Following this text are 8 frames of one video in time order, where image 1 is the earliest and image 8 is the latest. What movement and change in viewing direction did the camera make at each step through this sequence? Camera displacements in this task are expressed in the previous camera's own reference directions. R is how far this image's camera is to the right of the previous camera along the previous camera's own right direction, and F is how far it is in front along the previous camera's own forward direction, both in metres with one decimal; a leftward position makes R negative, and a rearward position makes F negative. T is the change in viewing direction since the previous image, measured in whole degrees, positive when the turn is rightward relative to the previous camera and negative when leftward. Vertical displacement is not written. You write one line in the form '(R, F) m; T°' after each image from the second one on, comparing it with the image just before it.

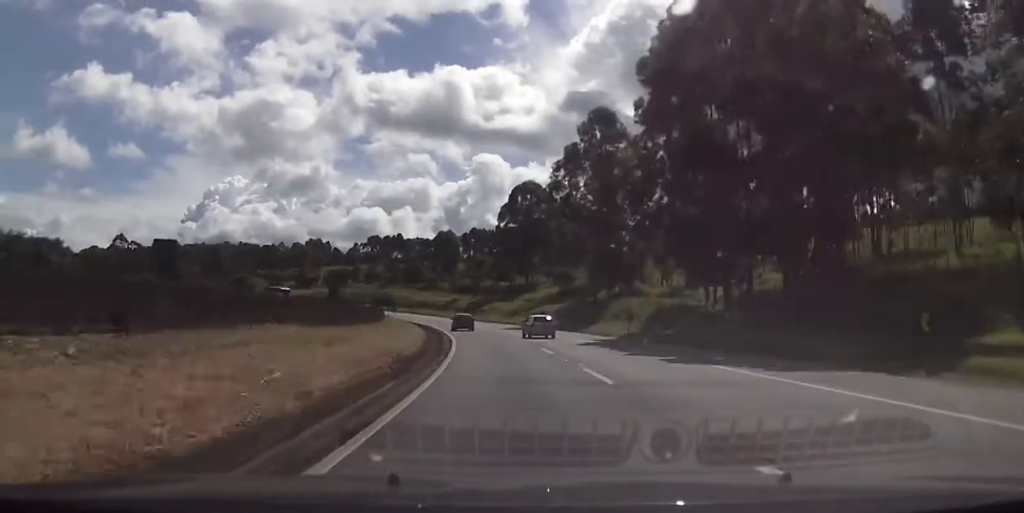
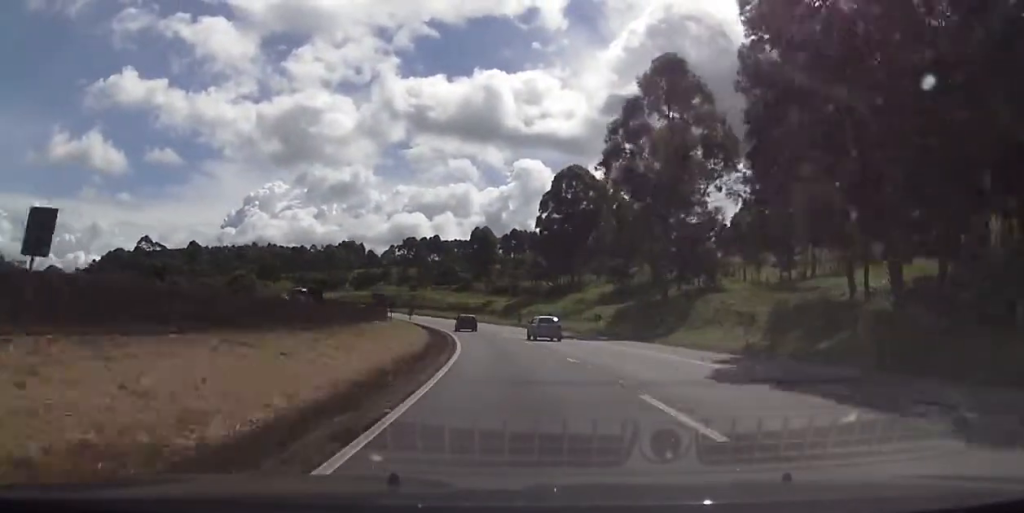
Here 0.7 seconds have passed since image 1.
(-0.4, +18.4) m; -3°
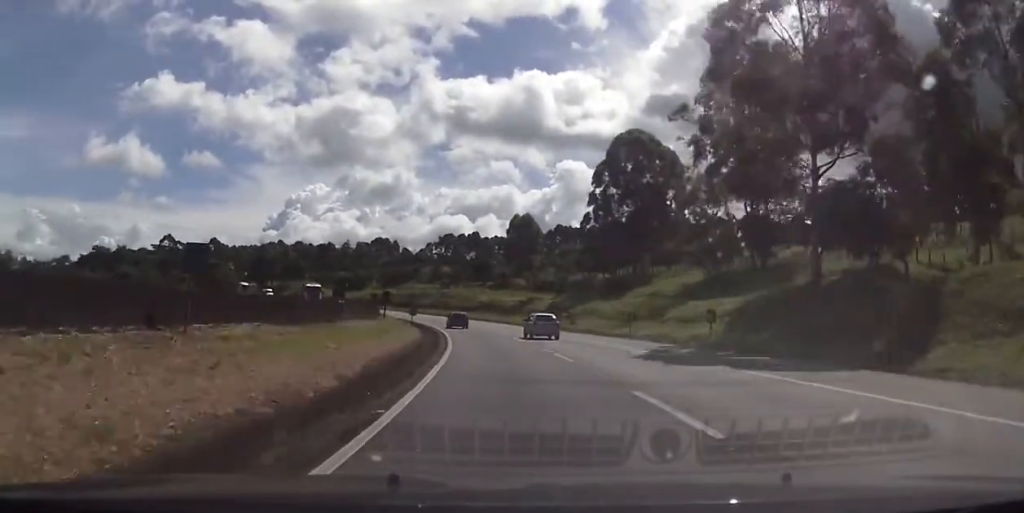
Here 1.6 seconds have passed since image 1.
(-0.9, +24.4) m; -4°
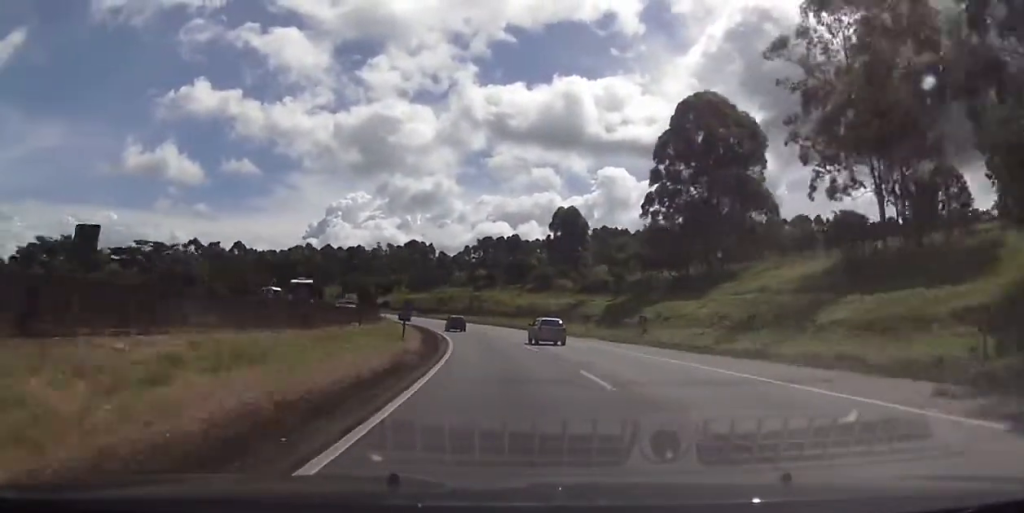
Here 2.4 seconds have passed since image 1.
(-0.5, +19.1) m; -3°
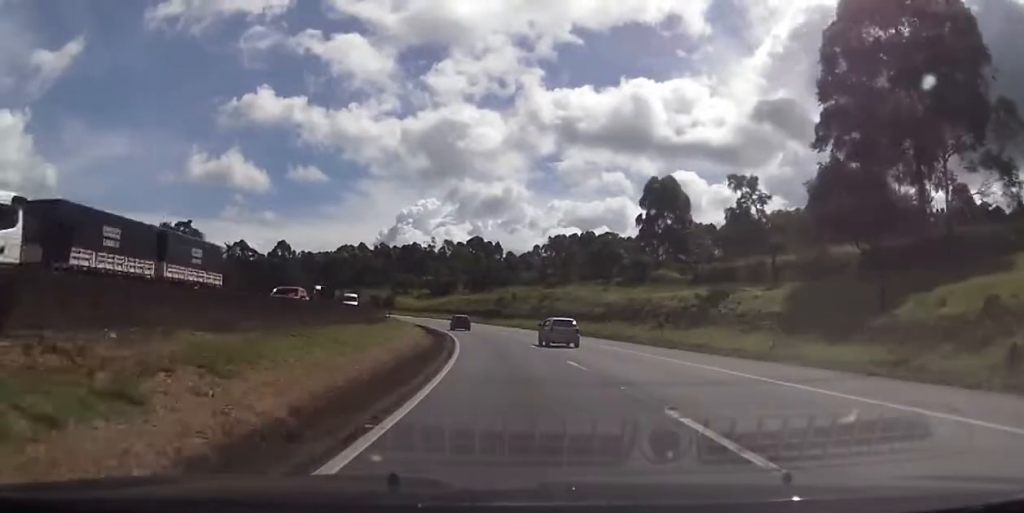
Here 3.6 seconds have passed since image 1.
(-1.7, +31.7) m; -6°
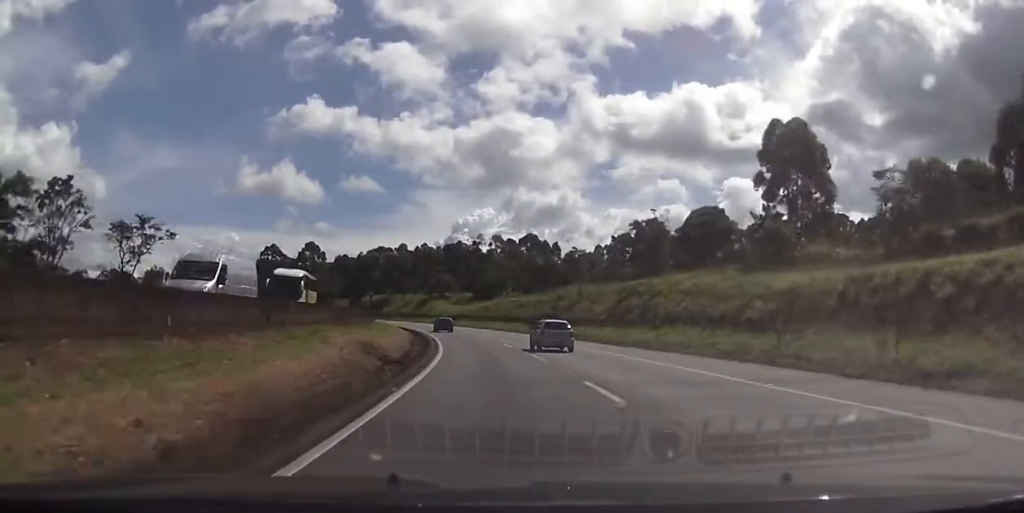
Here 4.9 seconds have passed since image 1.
(-1.4, +32.8) m; -5°
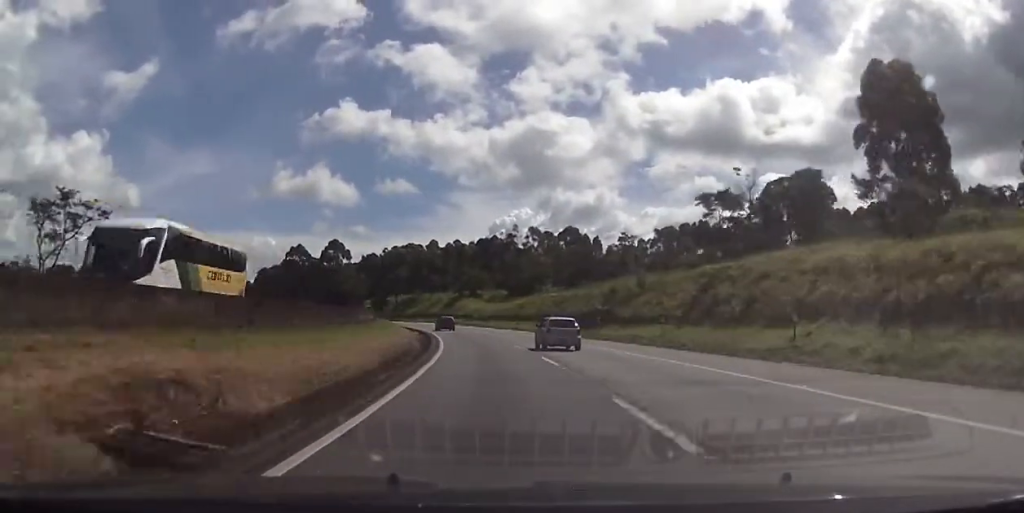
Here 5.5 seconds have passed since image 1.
(-0.4, +16.1) m; -3°
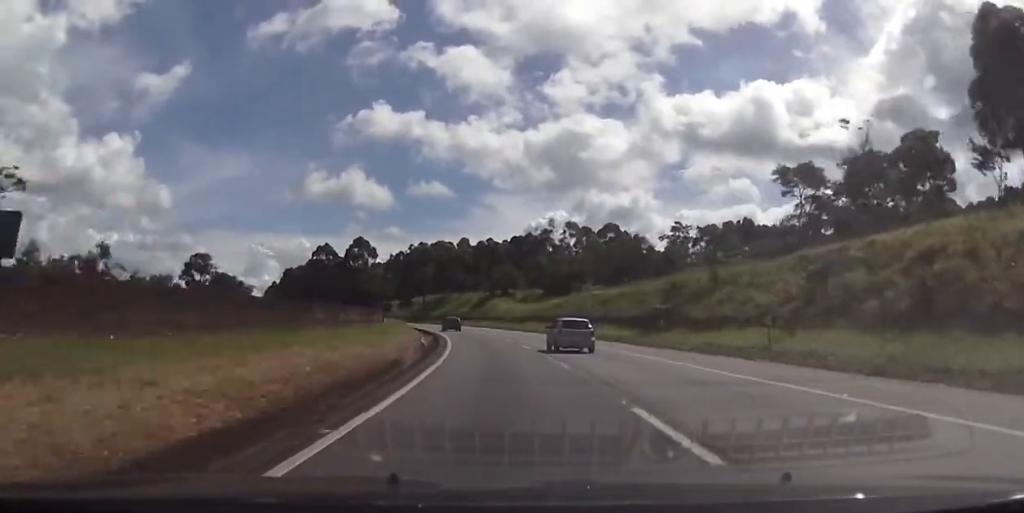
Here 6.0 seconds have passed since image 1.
(-0.2, +12.7) m; -3°
